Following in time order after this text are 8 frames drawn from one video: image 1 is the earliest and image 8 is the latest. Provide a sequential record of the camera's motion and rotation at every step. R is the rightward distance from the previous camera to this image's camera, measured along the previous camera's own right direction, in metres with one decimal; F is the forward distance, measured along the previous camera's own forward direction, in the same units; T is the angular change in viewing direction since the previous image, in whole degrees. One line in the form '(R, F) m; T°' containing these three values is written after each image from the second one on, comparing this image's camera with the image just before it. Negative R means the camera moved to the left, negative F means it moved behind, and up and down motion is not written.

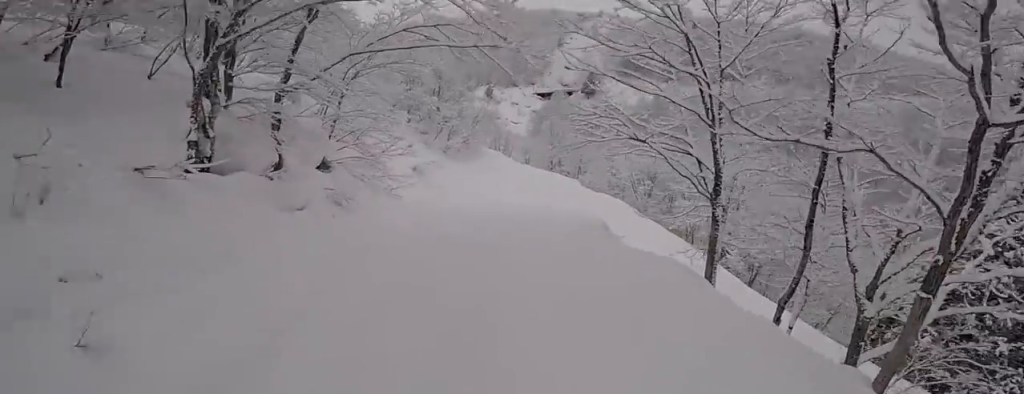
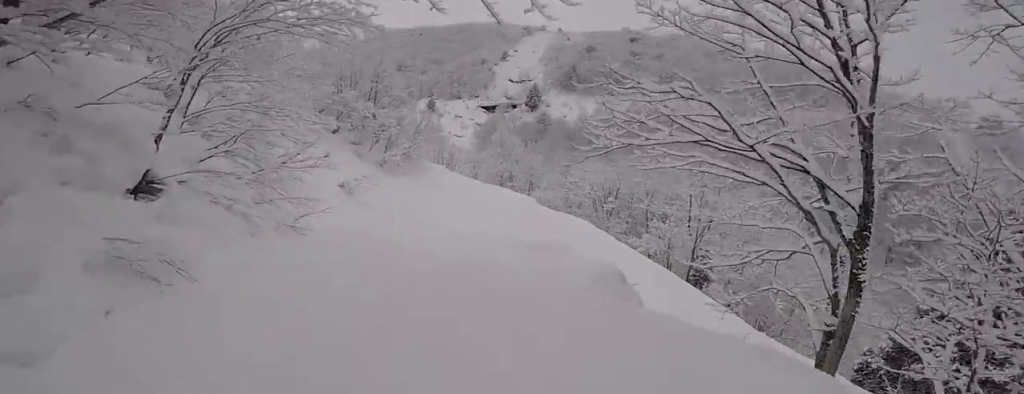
(-0.1, +4.3) m; +12°
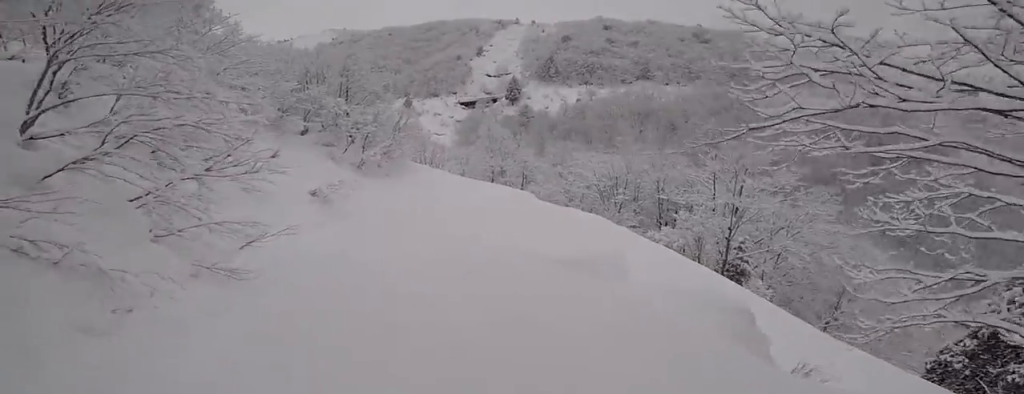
(+0.8, +3.2) m; +1°
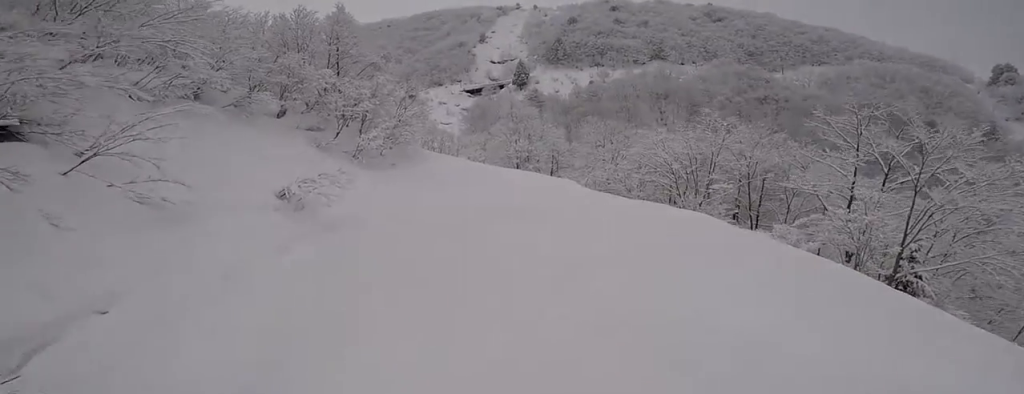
(-0.7, +6.7) m; +1°
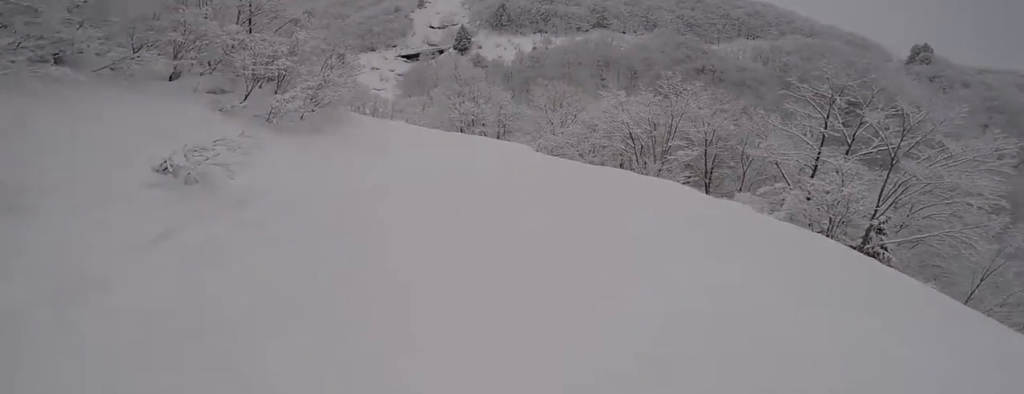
(+0.3, +1.7) m; +15°
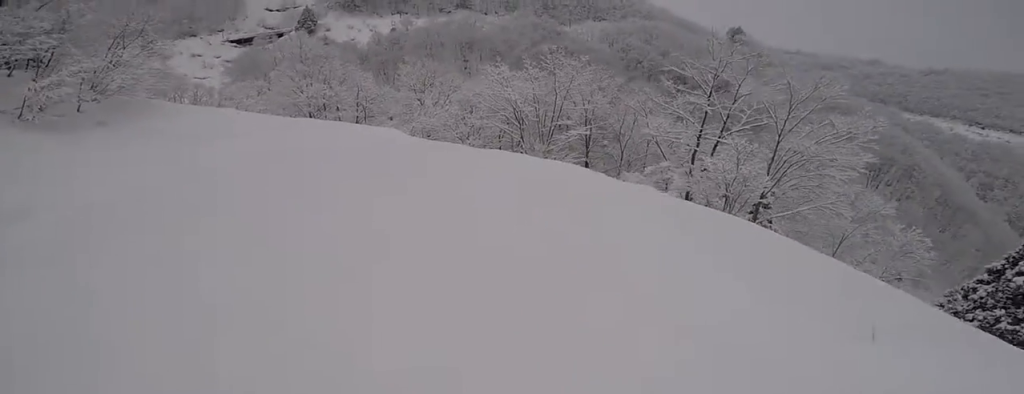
(-0.1, +2.0) m; +21°
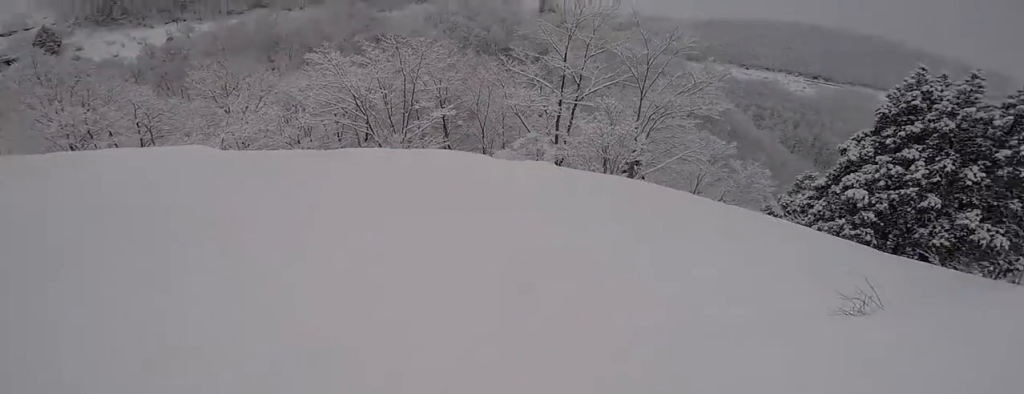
(+0.7, +1.1) m; +28°
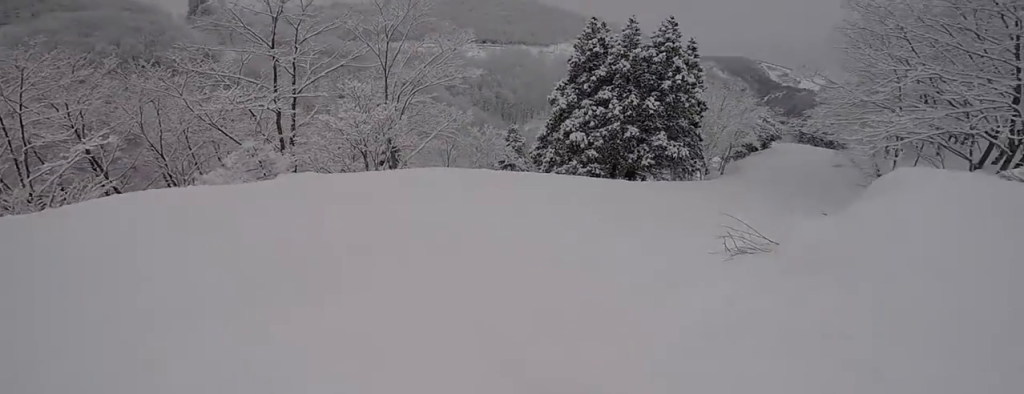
(+0.9, +2.2) m; +38°
